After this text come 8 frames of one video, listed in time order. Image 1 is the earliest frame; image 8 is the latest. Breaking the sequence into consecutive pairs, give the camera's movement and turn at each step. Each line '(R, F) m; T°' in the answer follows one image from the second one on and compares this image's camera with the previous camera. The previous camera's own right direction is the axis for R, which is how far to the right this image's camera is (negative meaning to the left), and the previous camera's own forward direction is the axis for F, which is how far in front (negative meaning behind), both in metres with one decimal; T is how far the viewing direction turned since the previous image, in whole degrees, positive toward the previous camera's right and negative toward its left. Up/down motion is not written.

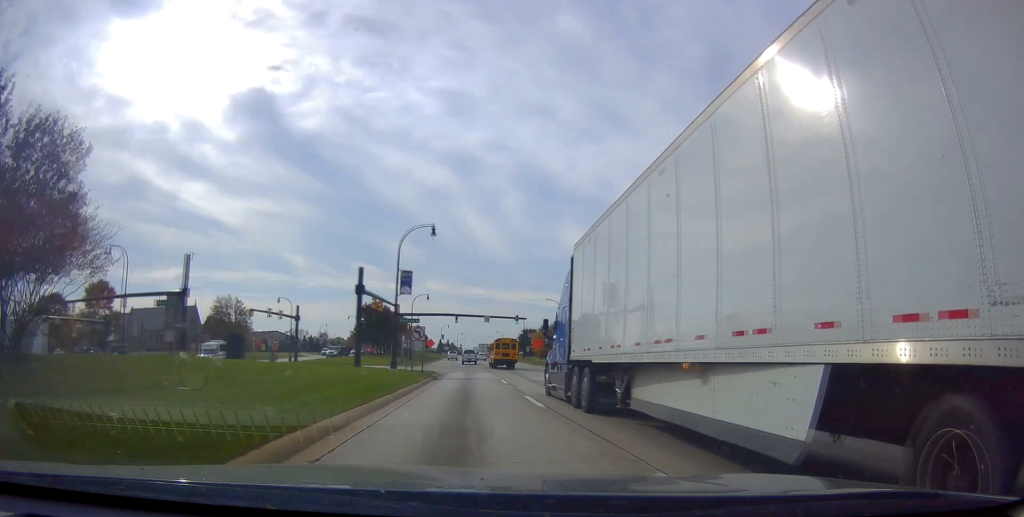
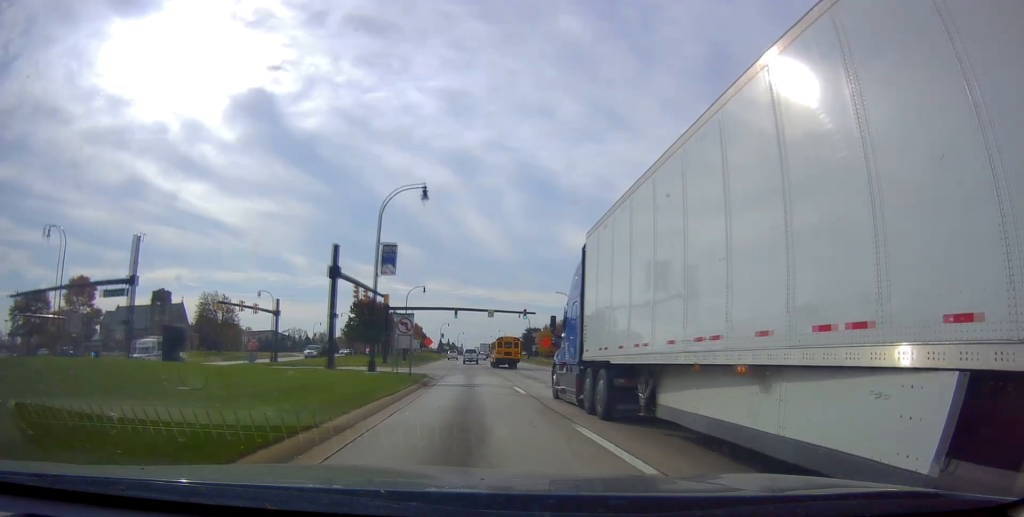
(+0.1, +8.9) m; +1°
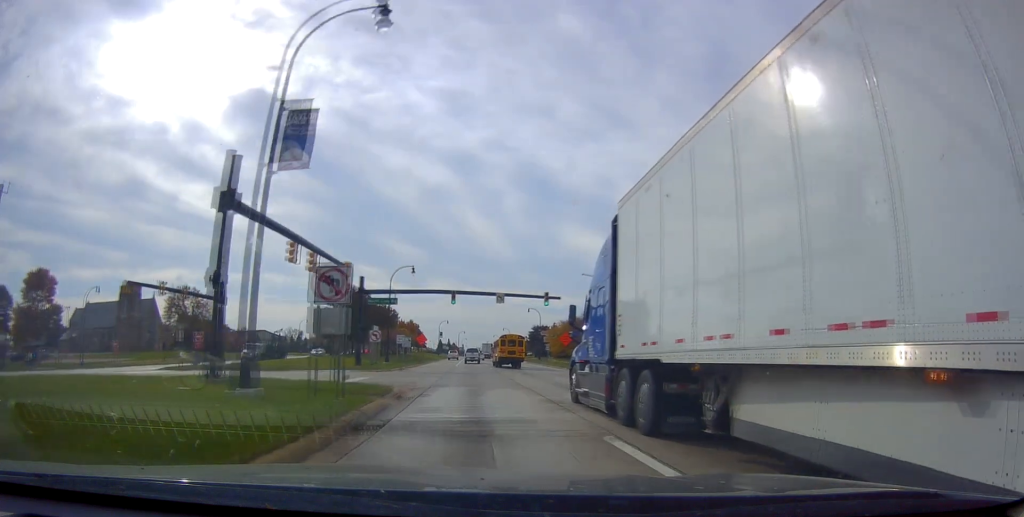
(+0.5, +16.9) m; +1°
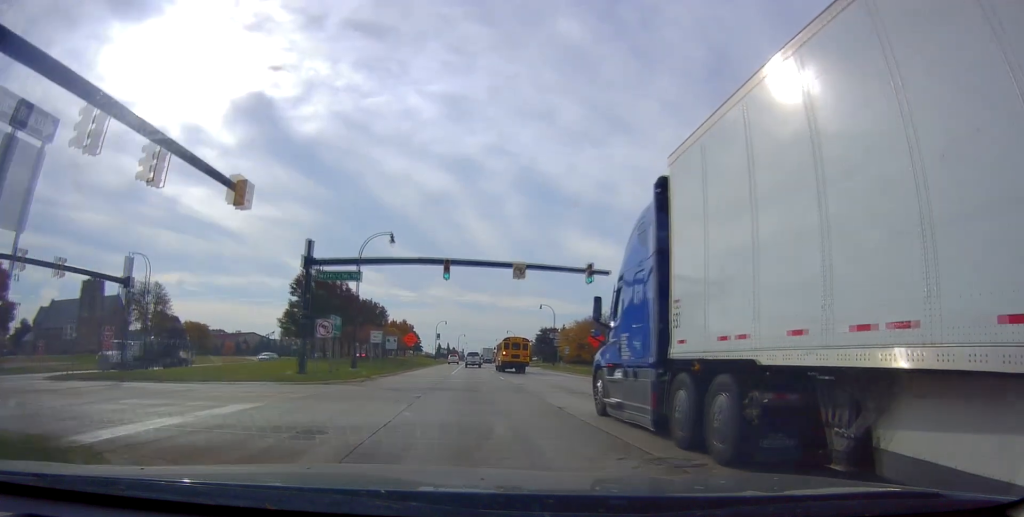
(-0.1, +17.1) m; -1°
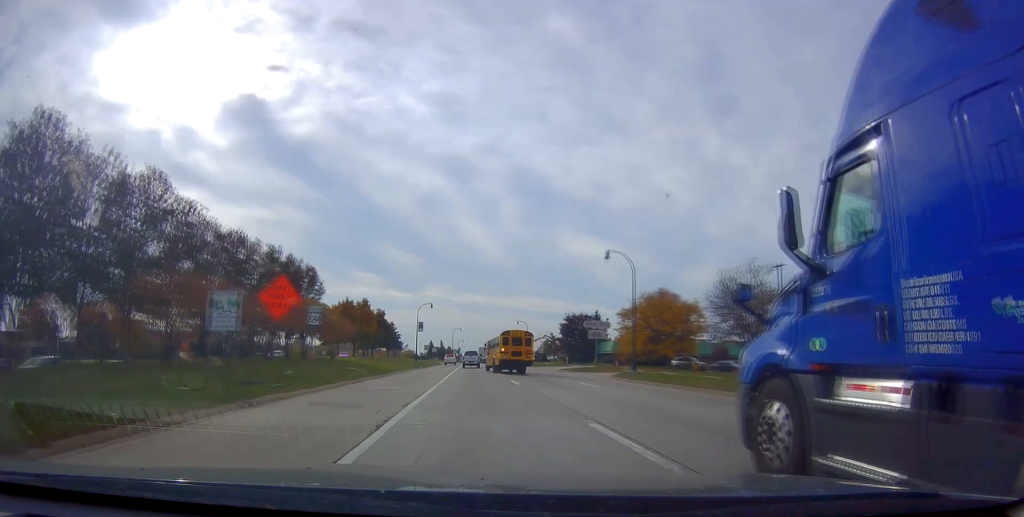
(-0.7, +44.8) m; -1°
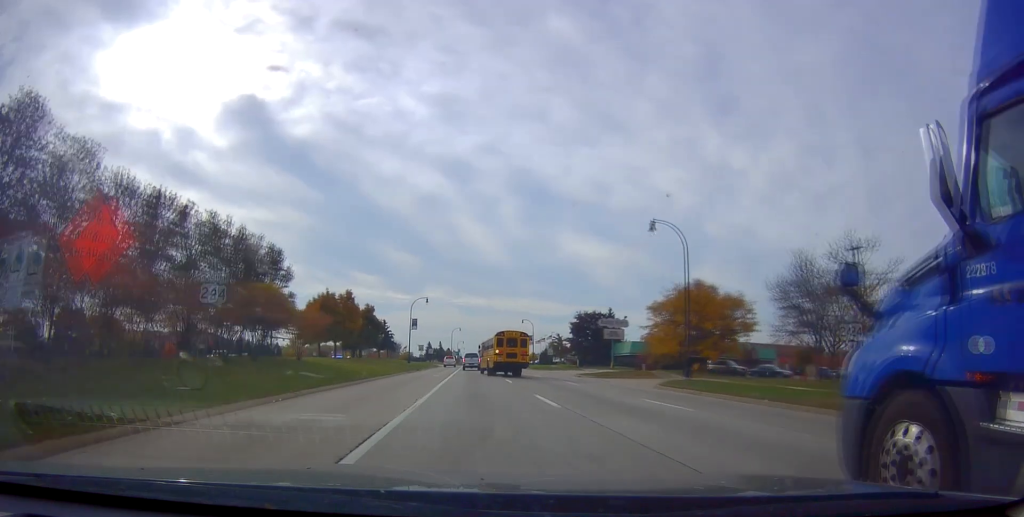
(-0.1, +11.4) m; +1°
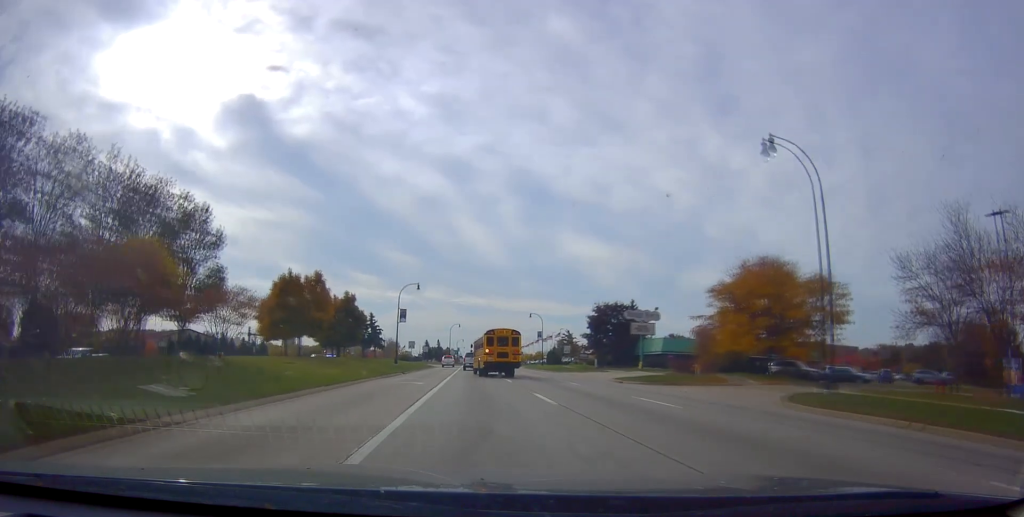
(+0.5, +14.8) m; +2°
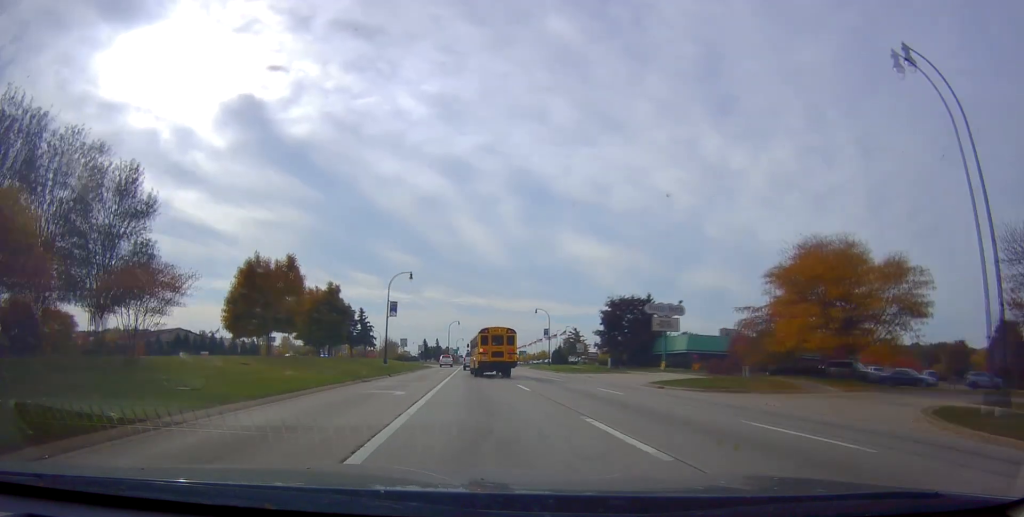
(0.0, +8.7) m; -1°
